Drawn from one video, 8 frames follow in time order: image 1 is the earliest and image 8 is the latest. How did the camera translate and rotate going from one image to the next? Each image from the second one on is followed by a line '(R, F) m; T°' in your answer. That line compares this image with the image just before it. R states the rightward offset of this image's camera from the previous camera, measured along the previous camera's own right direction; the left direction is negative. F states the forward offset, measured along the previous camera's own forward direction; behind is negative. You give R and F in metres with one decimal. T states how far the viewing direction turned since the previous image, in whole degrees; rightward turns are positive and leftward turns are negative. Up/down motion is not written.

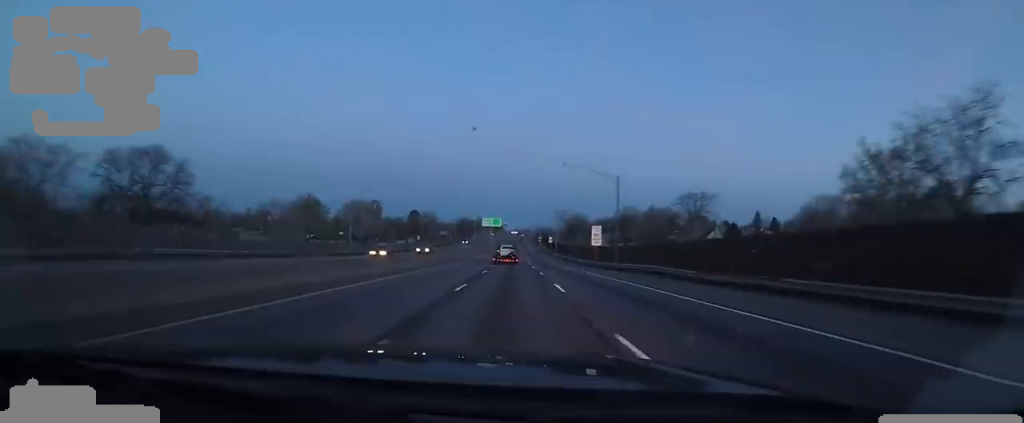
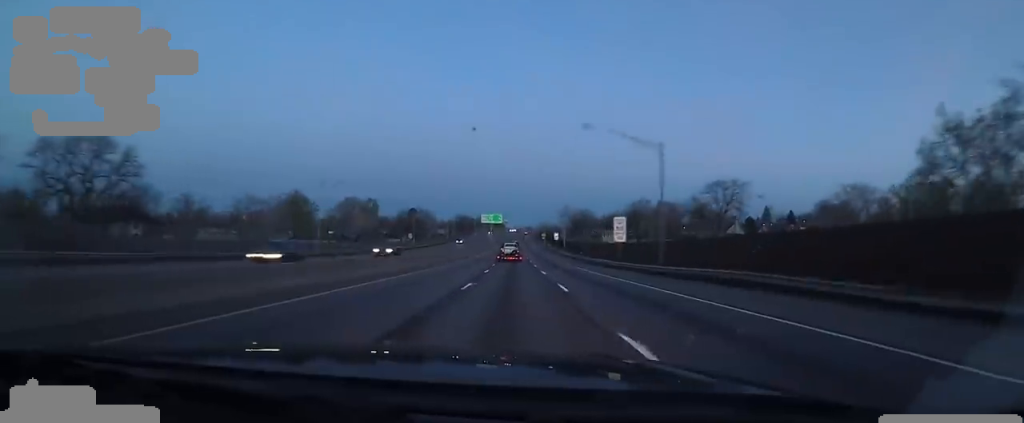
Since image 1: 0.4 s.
(0.0, +12.2) m; 0°
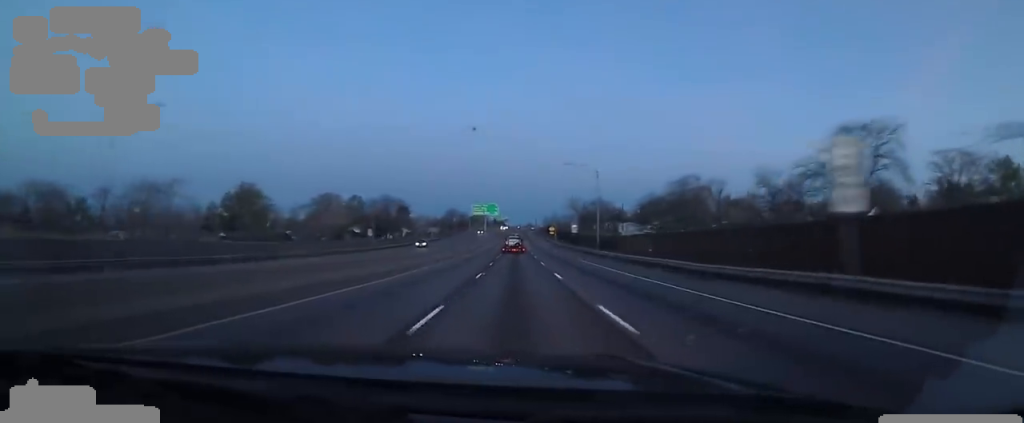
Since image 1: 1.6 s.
(0.0, +32.6) m; 0°
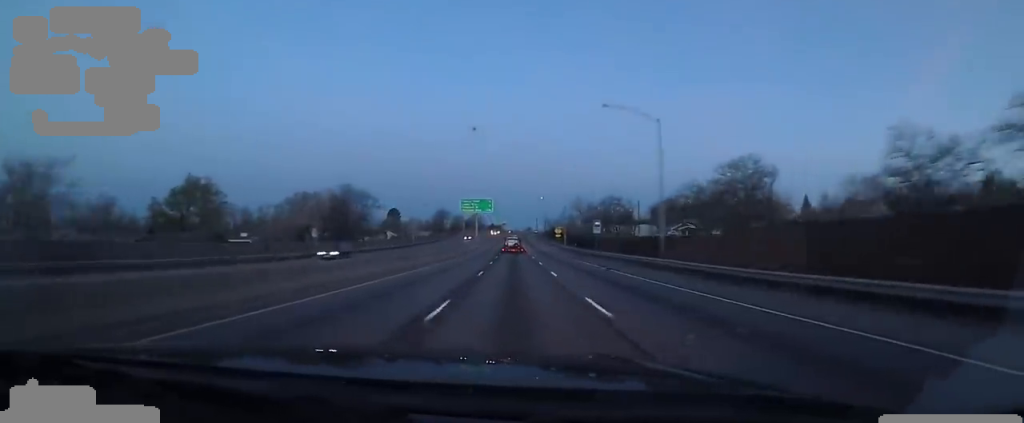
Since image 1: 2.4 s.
(0.0, +22.3) m; 0°
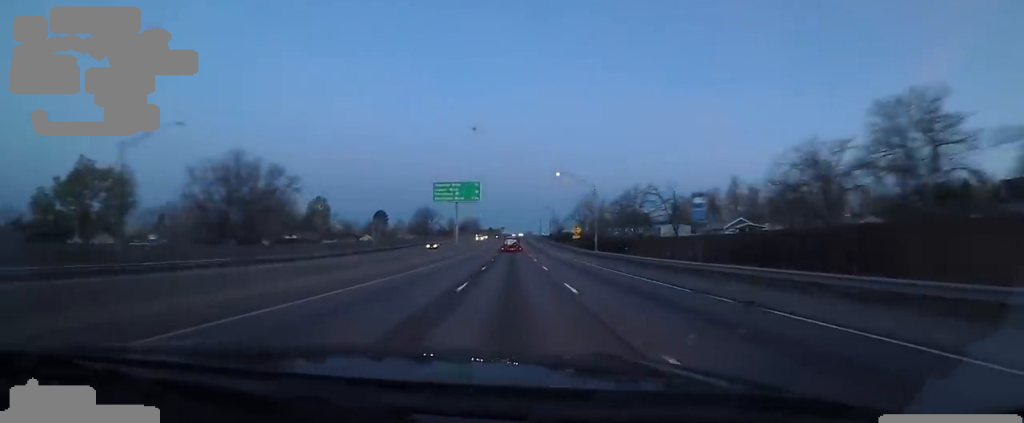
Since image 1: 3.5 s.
(0.0, +30.8) m; 0°
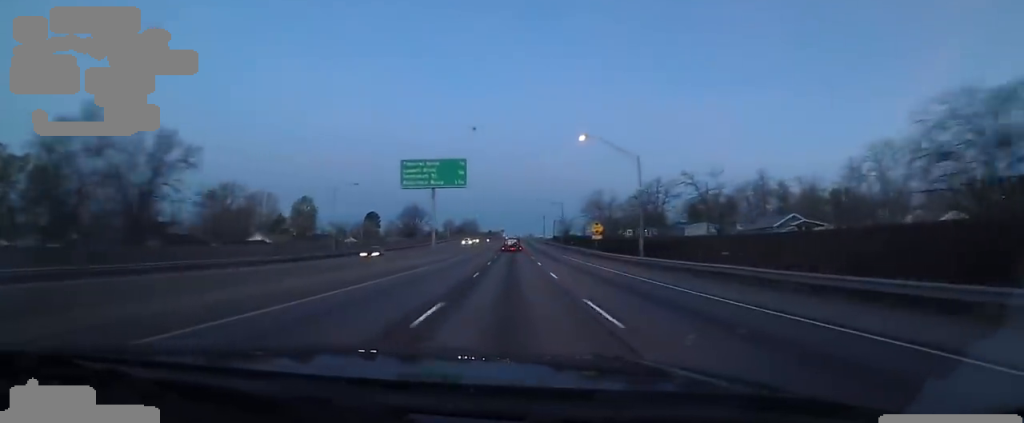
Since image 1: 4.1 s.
(0.0, +17.8) m; 0°
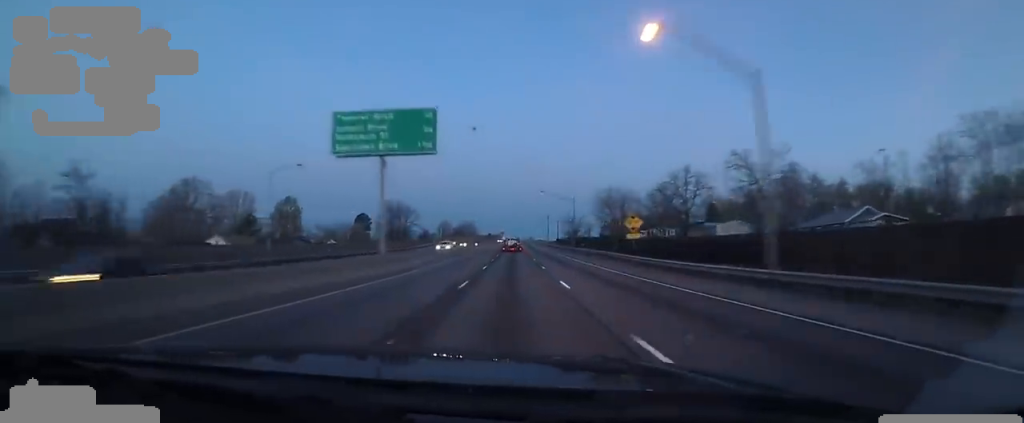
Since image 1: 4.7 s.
(-0.1, +17.0) m; +2°
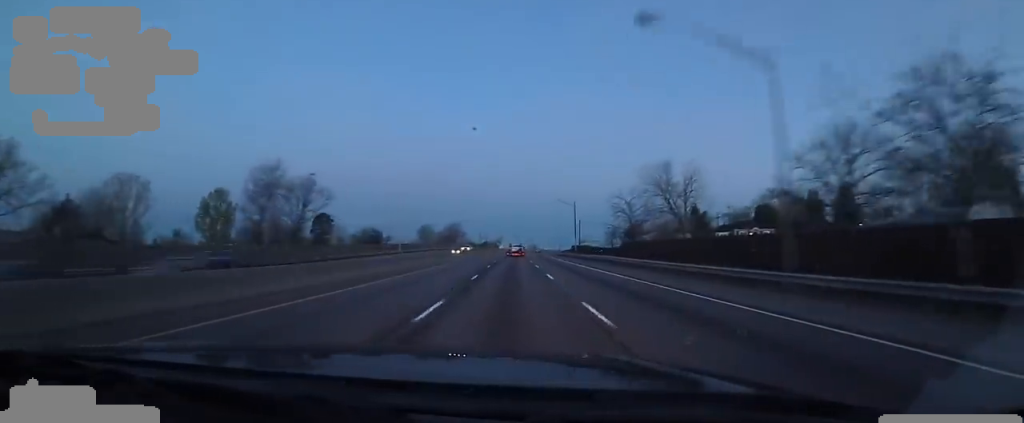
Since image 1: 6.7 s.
(+0.8, +55.3) m; -1°
